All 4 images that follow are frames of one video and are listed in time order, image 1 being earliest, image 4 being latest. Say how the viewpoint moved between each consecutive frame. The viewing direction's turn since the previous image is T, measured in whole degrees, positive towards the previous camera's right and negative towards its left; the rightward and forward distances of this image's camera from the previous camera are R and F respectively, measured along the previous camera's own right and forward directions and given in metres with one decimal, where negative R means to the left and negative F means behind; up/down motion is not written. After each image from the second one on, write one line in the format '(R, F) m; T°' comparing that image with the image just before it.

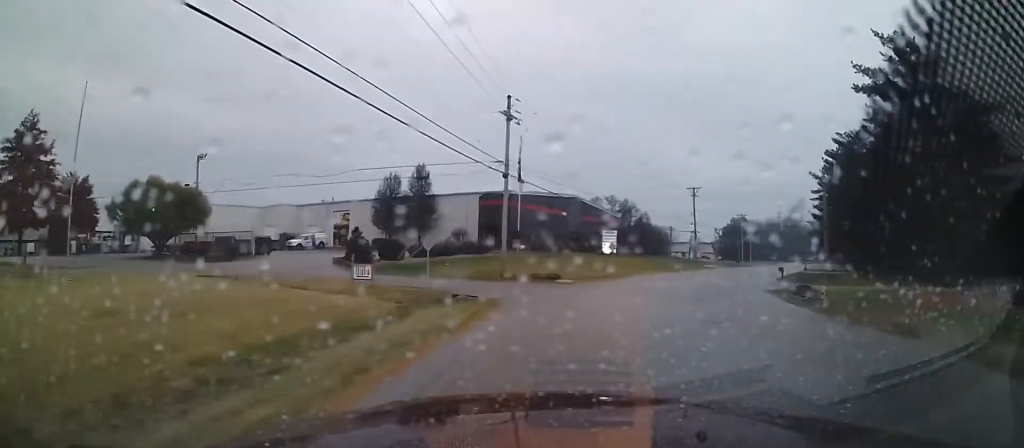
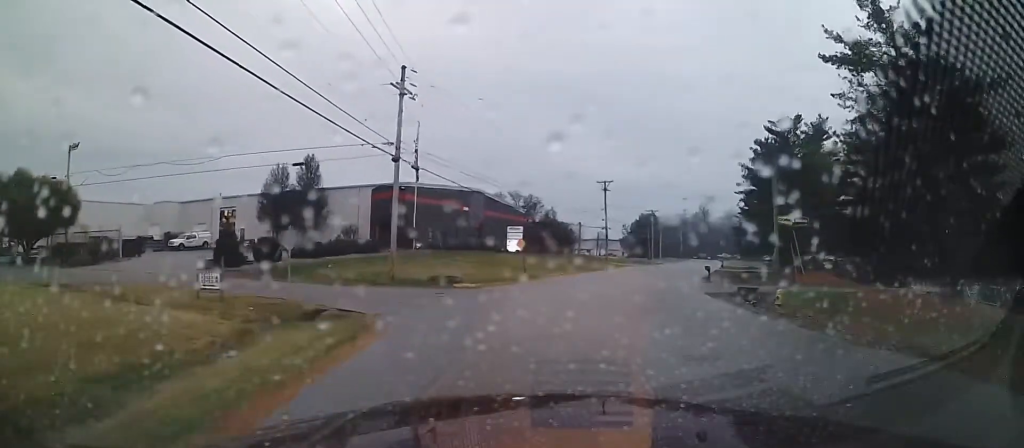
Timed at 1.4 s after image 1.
(+0.4, +5.9) m; +10°
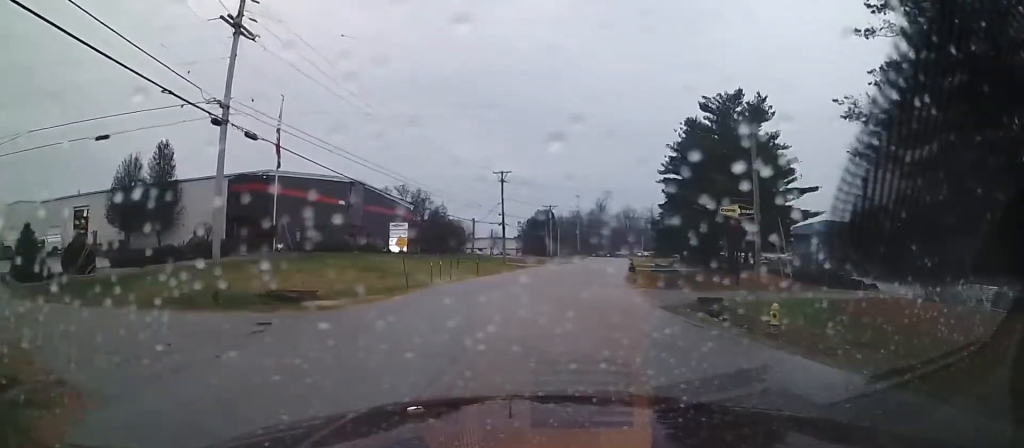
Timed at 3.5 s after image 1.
(+1.2, +9.1) m; +14°
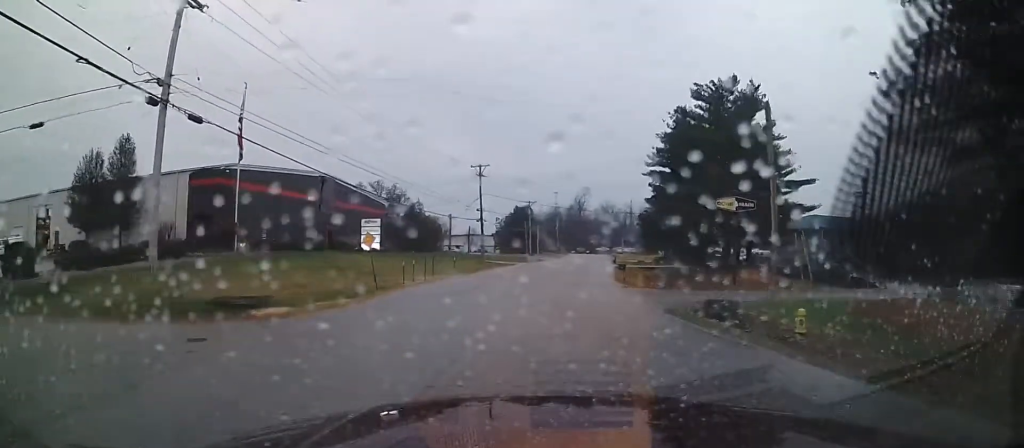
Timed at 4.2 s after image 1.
(+0.1, +3.0) m; +2°
